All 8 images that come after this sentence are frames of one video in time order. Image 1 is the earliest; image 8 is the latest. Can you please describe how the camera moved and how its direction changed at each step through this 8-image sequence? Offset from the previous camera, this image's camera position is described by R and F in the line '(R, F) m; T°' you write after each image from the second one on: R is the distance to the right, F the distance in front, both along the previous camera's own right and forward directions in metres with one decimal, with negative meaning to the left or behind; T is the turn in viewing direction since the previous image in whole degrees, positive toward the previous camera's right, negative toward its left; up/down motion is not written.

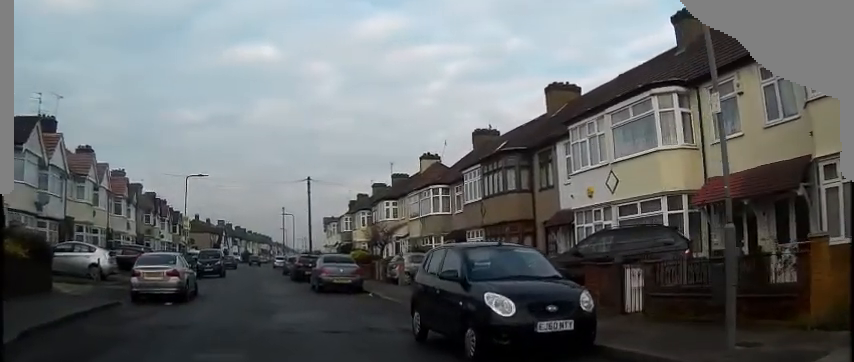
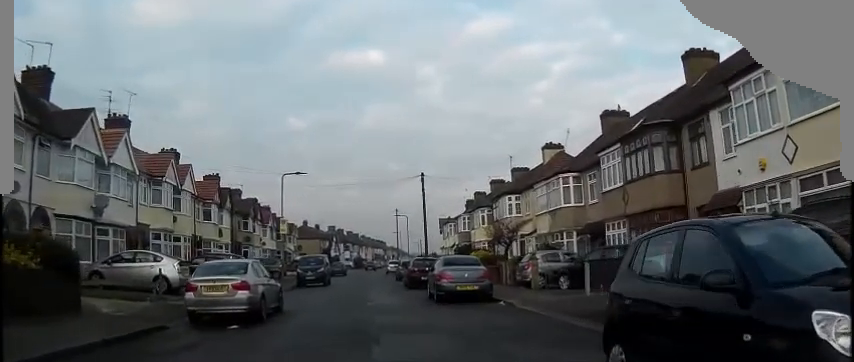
(+0.4, +4.9) m; -8°
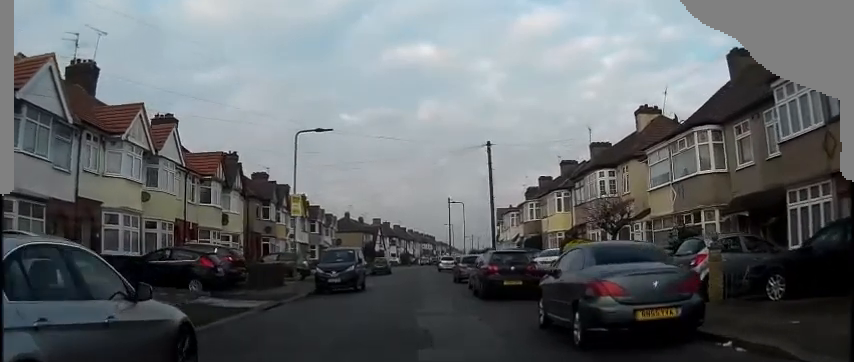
(-2.7, +11.6) m; -13°
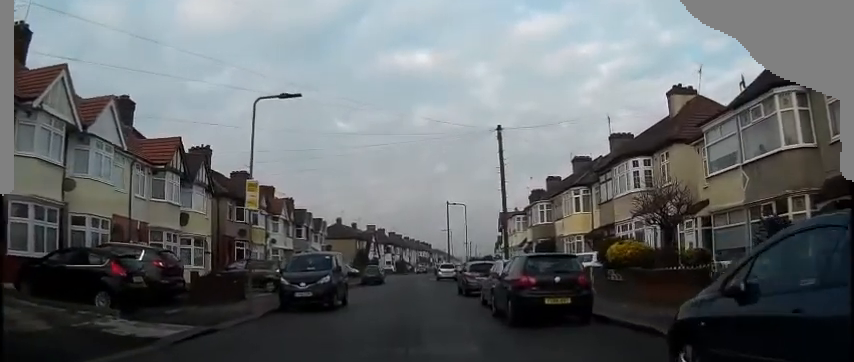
(+0.2, +6.6) m; +4°
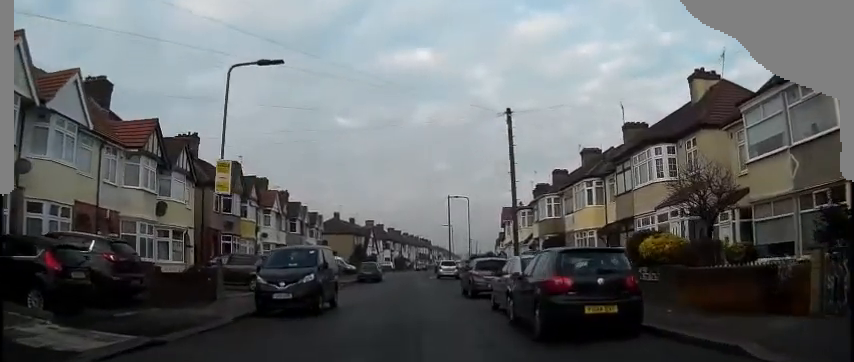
(0.0, +2.8) m; +2°
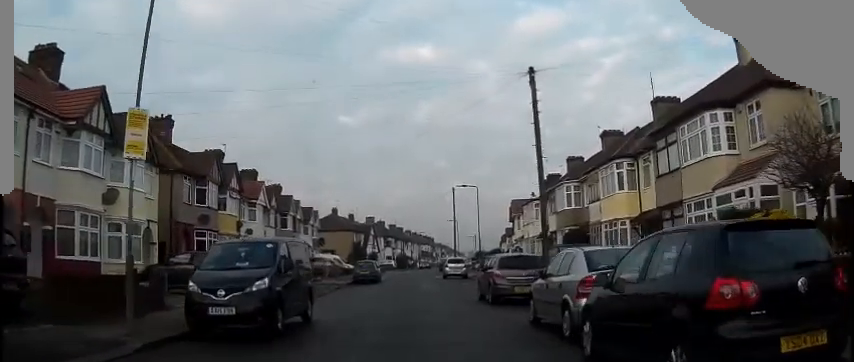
(+0.1, +5.1) m; +1°
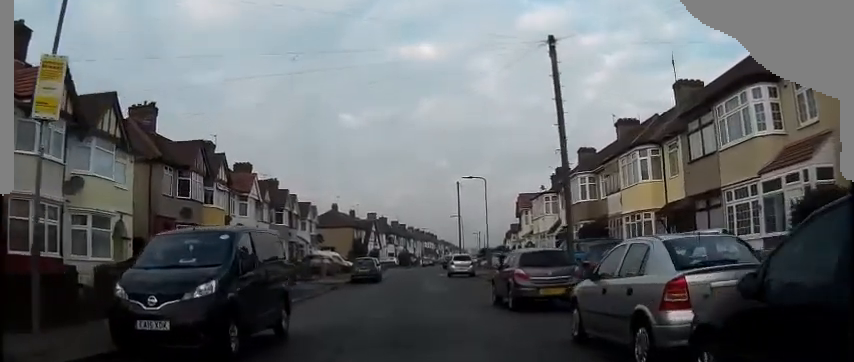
(0.0, +2.9) m; 0°
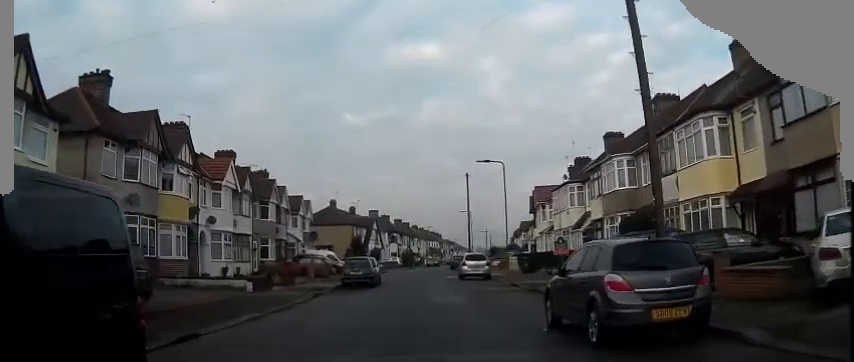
(0.0, +6.2) m; -2°
